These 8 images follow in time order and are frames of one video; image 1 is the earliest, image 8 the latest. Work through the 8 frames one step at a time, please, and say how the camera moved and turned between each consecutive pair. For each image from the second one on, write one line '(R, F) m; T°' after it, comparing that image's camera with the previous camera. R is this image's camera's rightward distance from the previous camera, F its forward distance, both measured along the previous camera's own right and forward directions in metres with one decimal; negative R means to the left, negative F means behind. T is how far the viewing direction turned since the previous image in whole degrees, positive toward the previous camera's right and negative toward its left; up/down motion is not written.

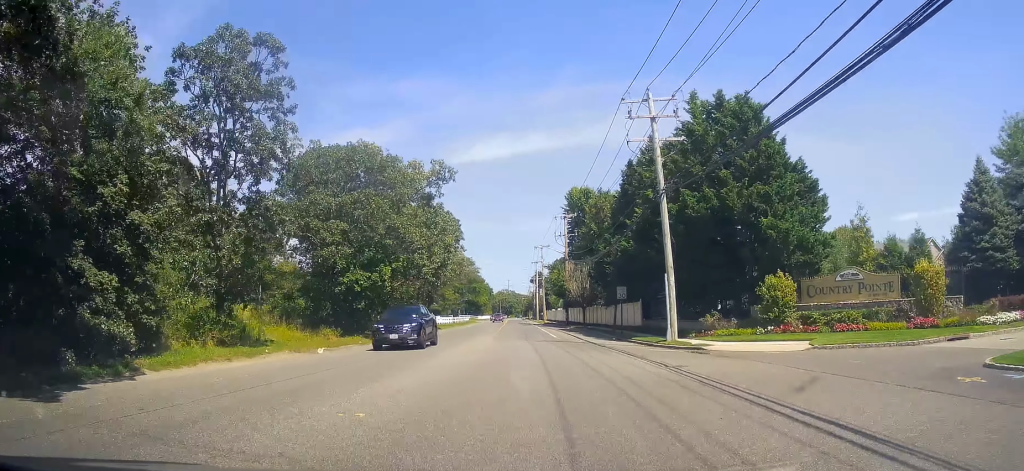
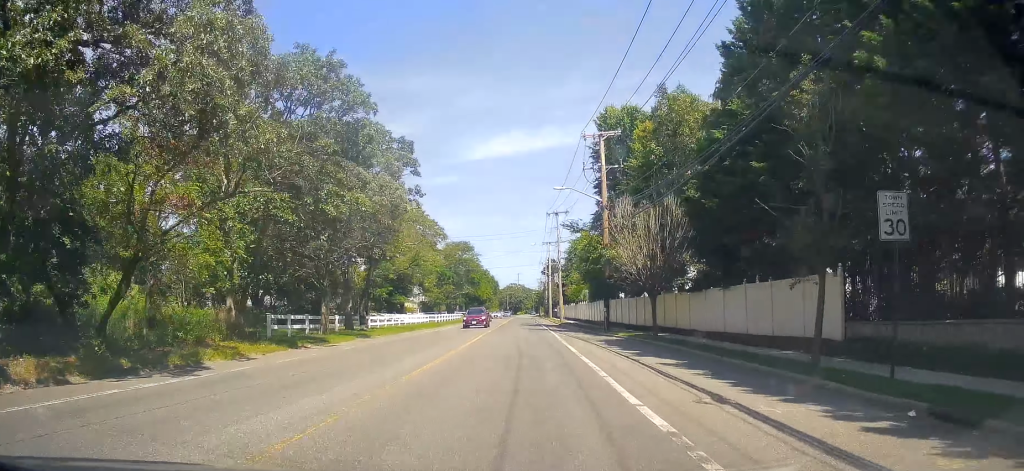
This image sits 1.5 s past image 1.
(0.0, +28.9) m; -1°
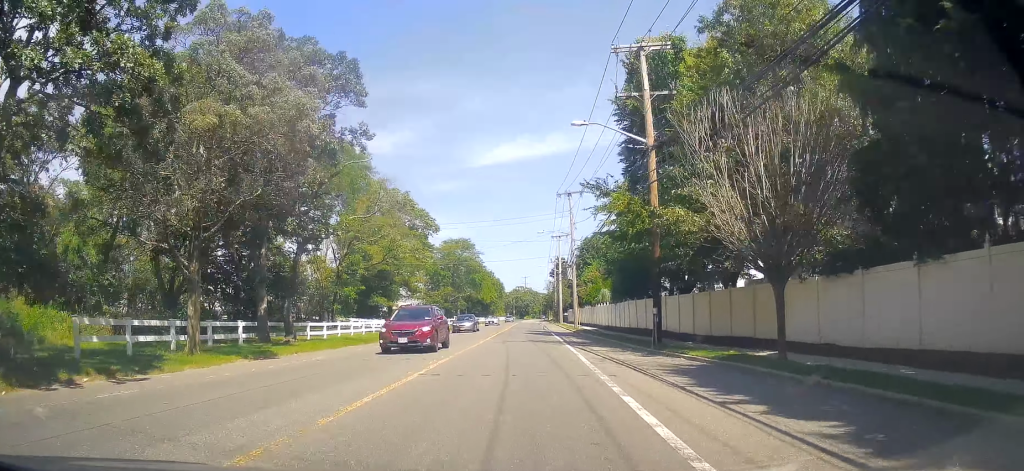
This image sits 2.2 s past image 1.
(-0.3, +13.2) m; -1°
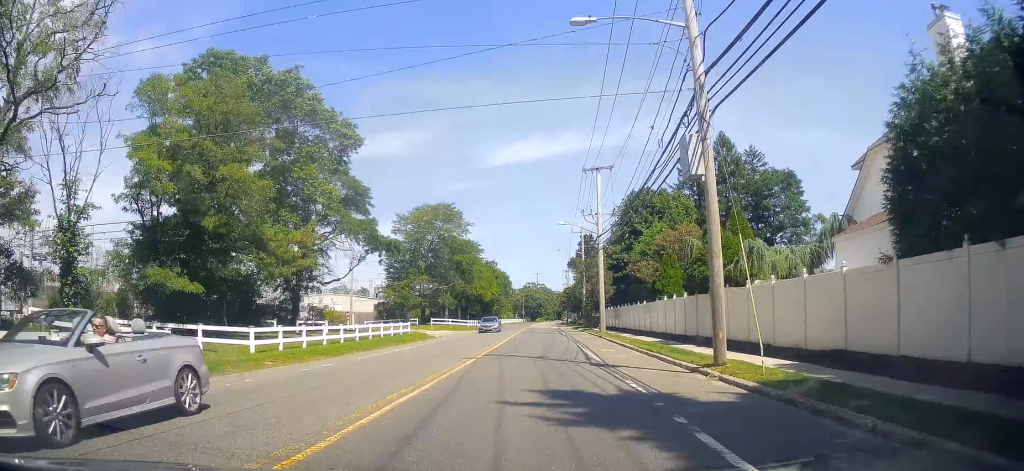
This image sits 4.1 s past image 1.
(-0.9, +38.4) m; -3°
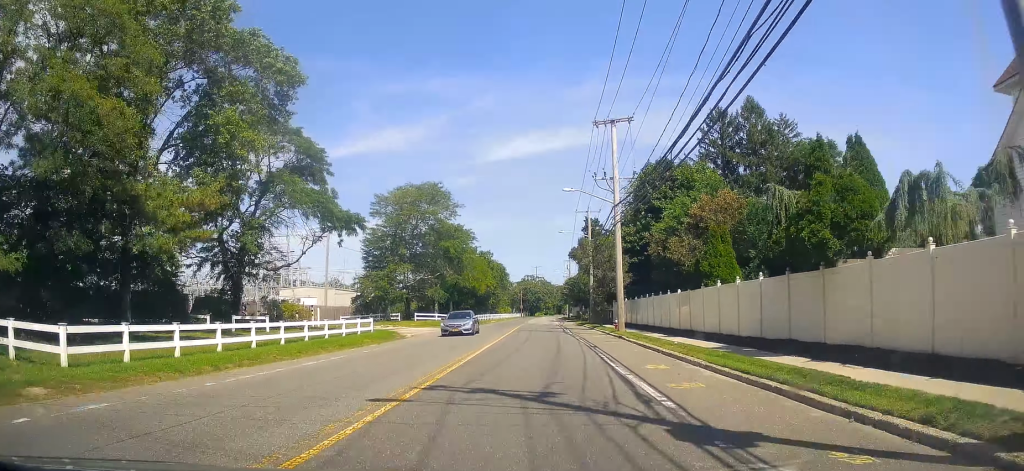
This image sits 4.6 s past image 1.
(-0.2, +10.1) m; -1°
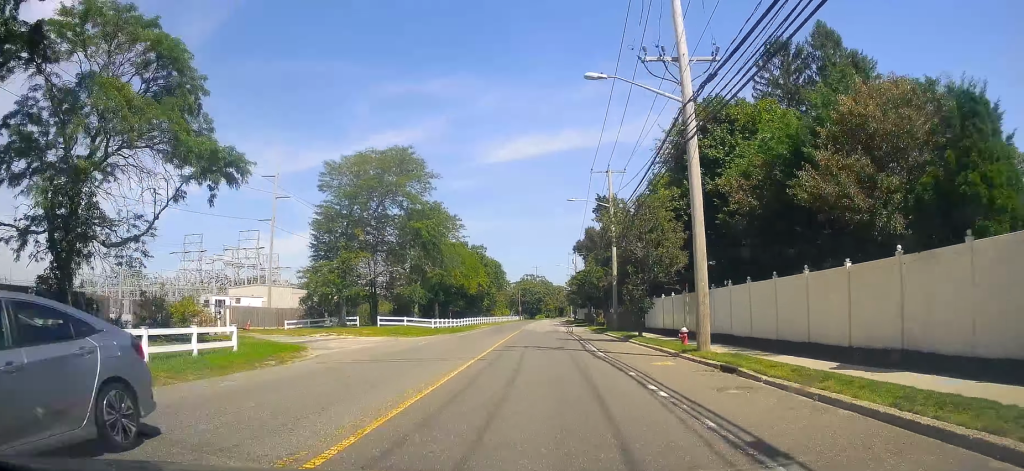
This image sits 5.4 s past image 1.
(-0.1, +17.0) m; +1°
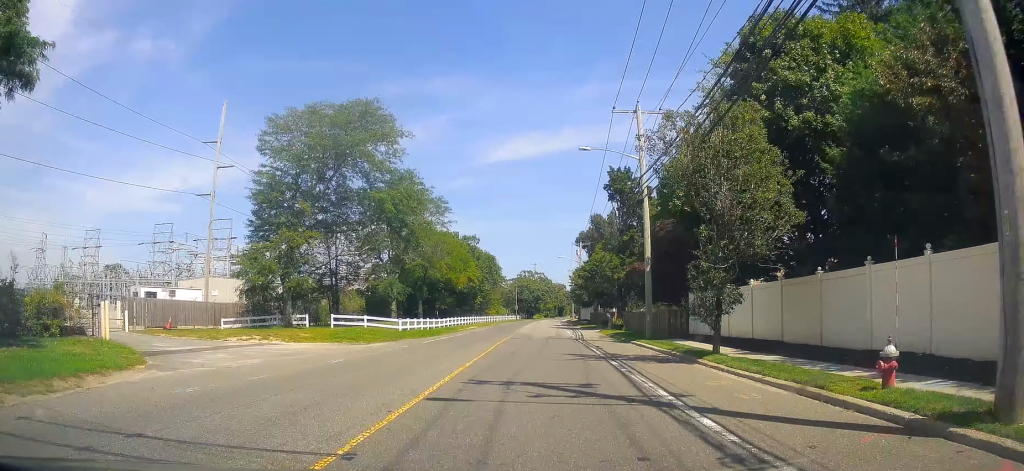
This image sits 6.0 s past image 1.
(+0.1, +12.8) m; +1°
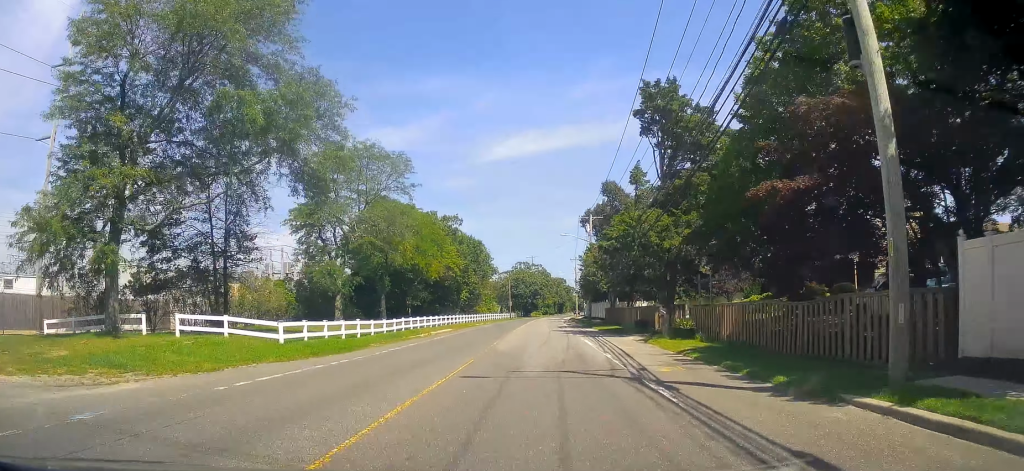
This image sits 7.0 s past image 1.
(+0.2, +19.5) m; 0°
